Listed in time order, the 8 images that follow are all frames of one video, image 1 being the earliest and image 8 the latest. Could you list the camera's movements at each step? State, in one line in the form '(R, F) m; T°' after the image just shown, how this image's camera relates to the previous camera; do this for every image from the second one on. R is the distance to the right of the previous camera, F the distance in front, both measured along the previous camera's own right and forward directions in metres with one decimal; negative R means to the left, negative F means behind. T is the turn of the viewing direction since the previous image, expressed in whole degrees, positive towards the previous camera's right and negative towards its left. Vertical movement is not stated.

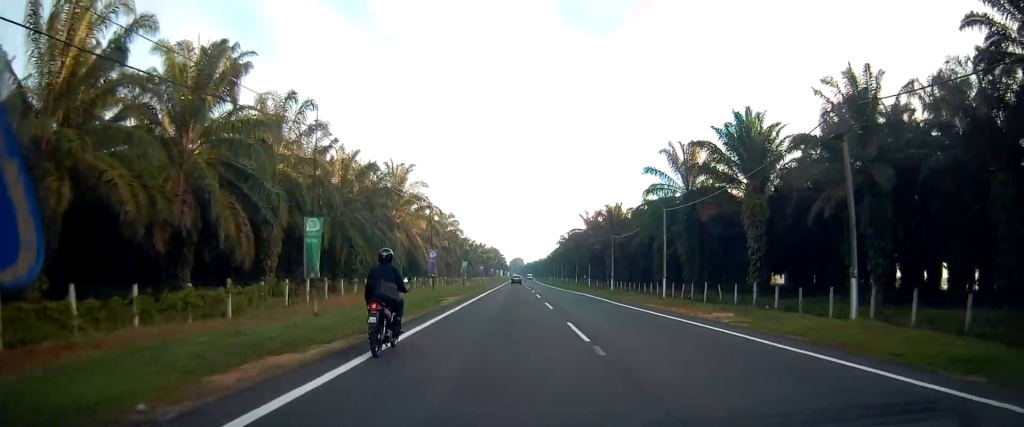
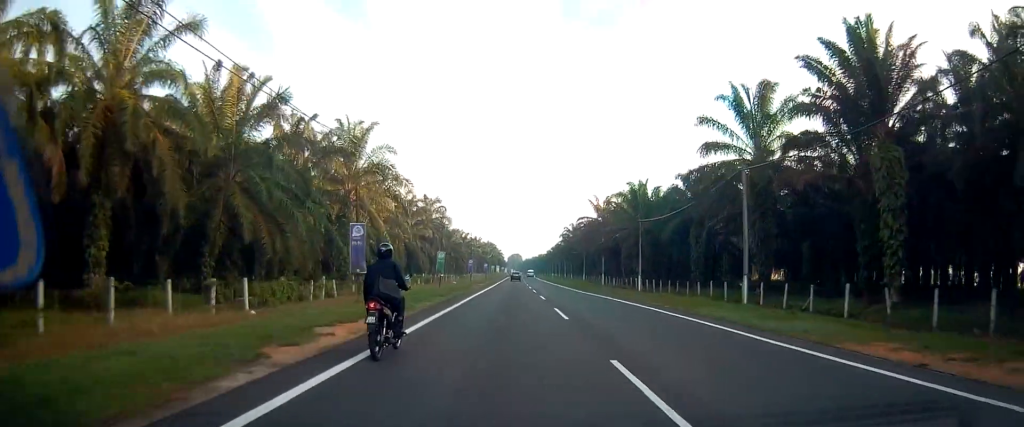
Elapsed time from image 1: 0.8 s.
(+0.1, +19.3) m; 0°
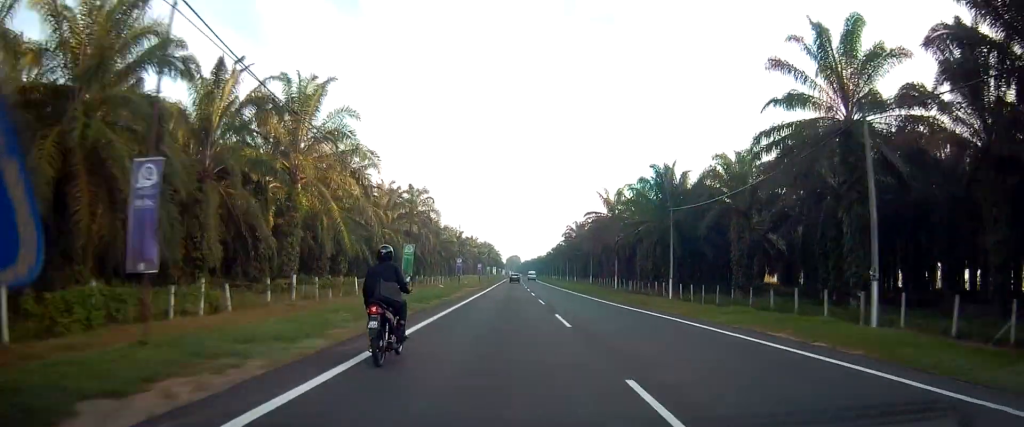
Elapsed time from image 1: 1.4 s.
(0.0, +13.6) m; 0°
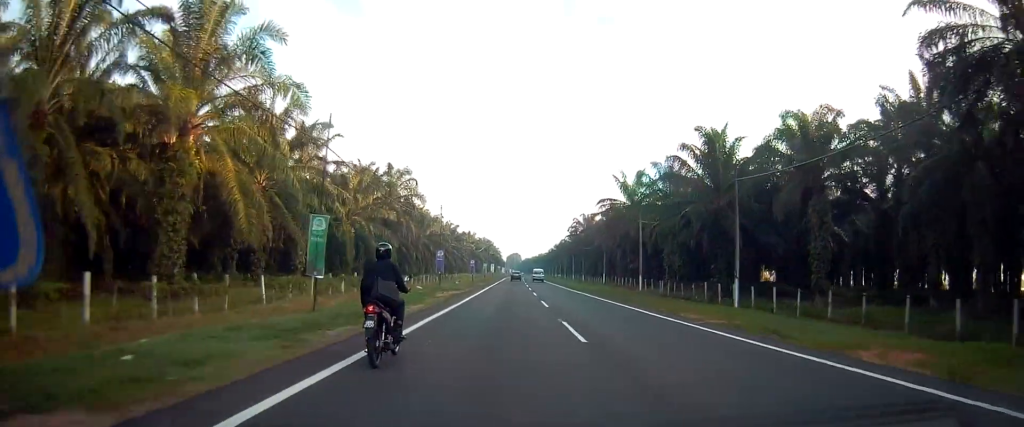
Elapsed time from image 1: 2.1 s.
(0.0, +15.5) m; 0°
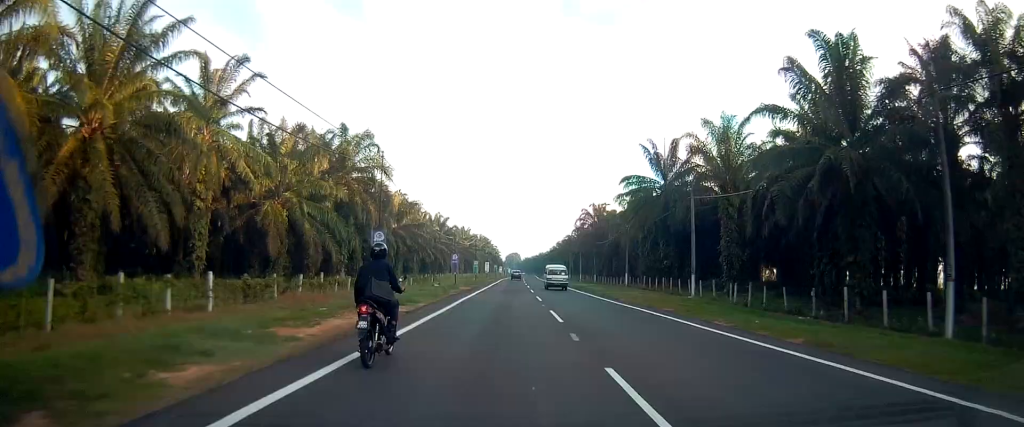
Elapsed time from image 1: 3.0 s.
(0.0, +20.0) m; +2°
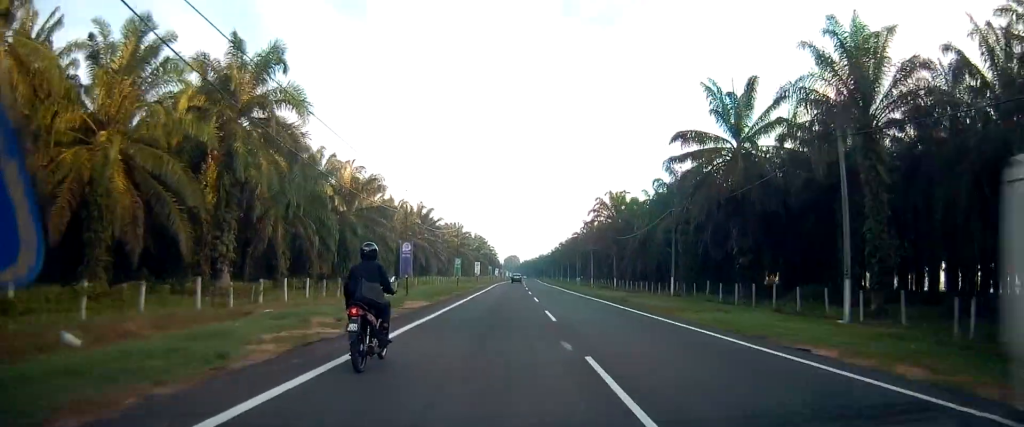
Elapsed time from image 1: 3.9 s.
(+0.7, +22.6) m; 0°
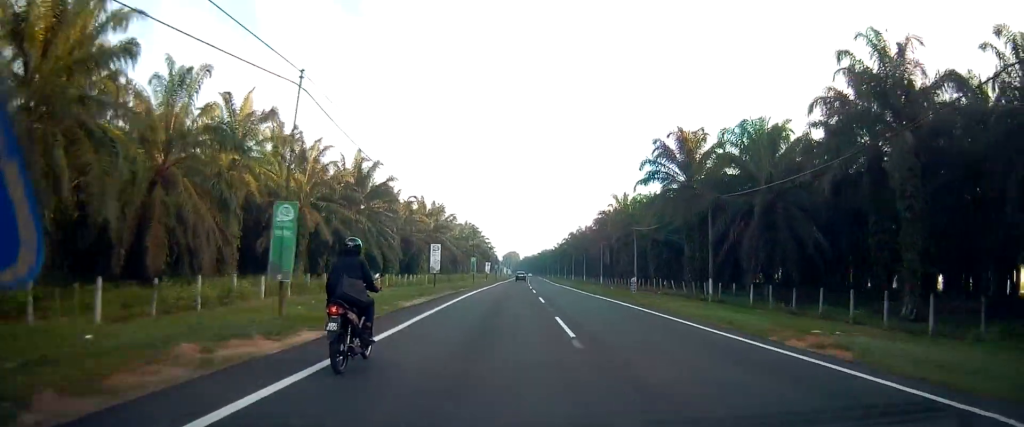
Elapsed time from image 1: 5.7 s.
(-1.4, +41.7) m; -2°
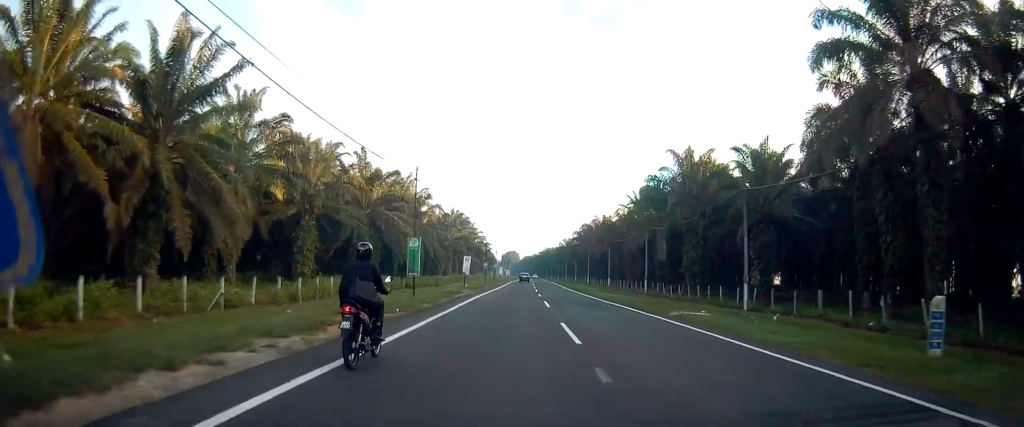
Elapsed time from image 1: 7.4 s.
(0.0, +37.0) m; 0°
